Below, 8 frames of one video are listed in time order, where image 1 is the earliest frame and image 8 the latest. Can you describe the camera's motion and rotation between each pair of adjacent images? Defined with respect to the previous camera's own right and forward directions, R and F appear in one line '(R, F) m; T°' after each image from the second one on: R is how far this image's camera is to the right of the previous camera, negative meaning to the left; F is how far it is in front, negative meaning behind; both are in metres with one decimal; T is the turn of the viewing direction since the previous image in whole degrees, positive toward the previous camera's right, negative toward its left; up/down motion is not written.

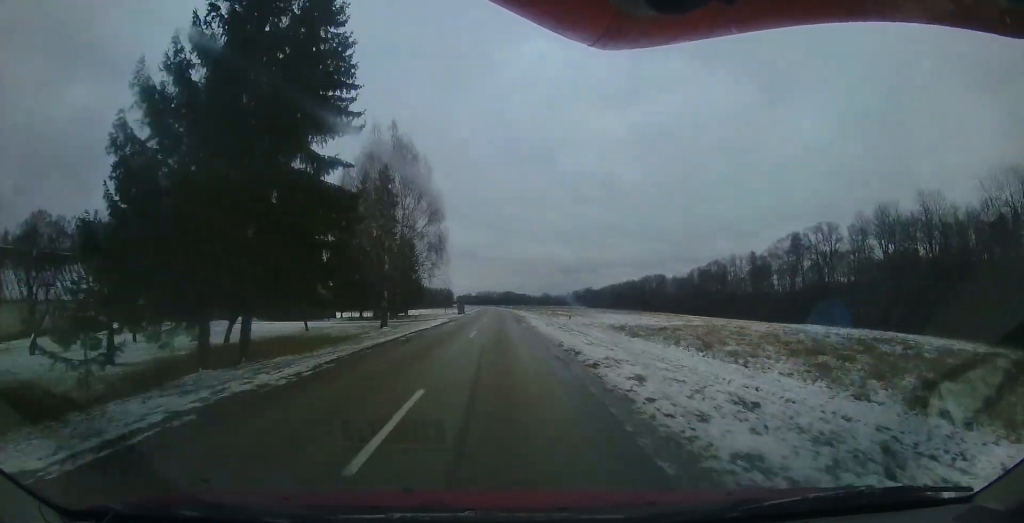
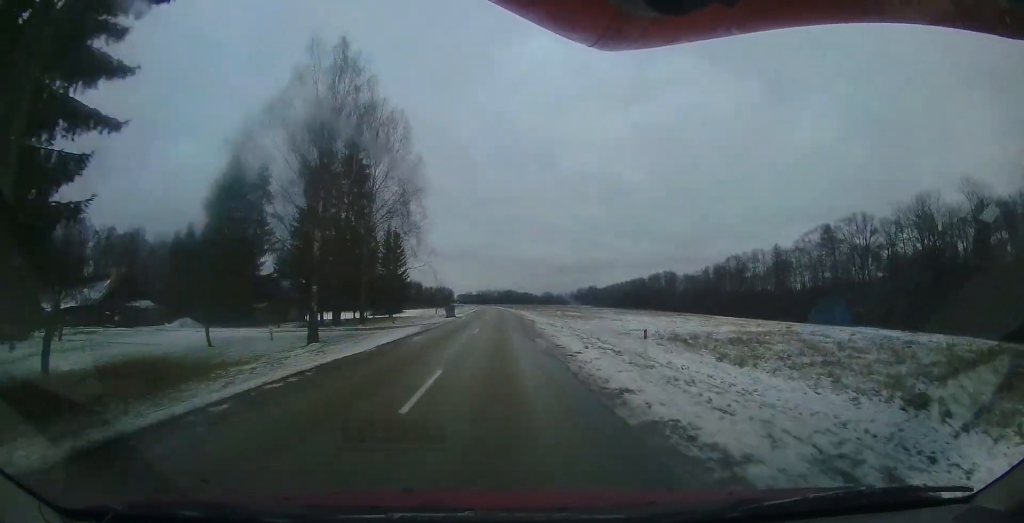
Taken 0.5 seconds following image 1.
(0.0, +10.0) m; +1°
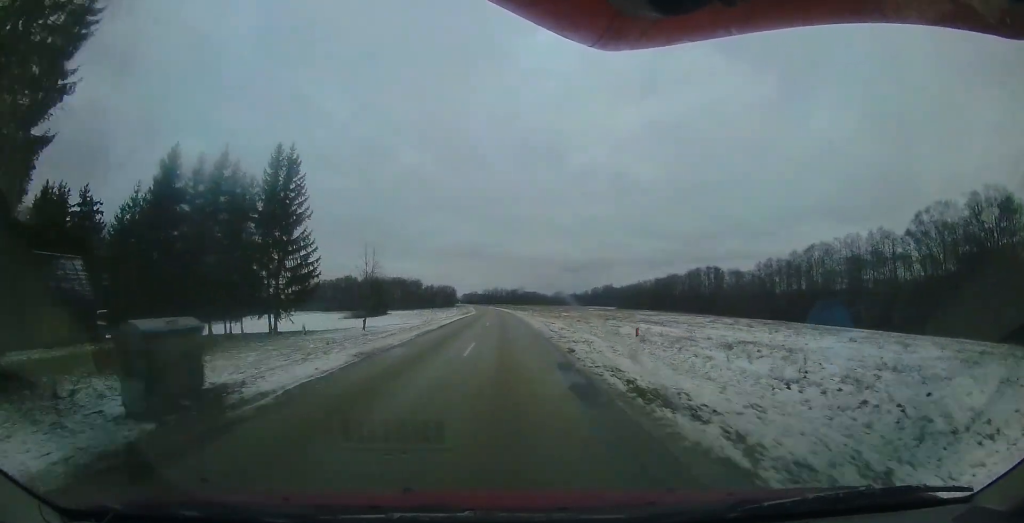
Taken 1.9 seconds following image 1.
(+0.7, +31.2) m; +2°
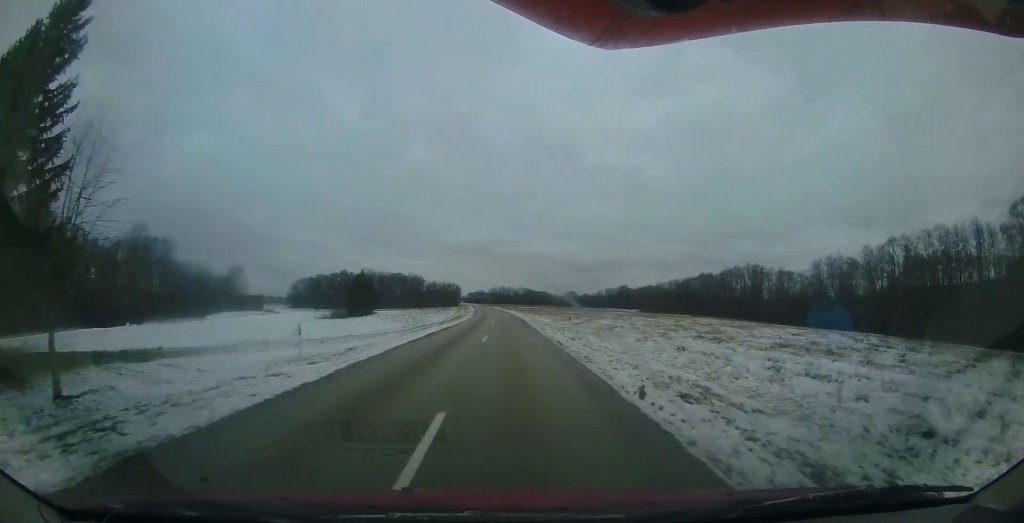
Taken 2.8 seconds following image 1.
(+0.1, +20.2) m; 0°
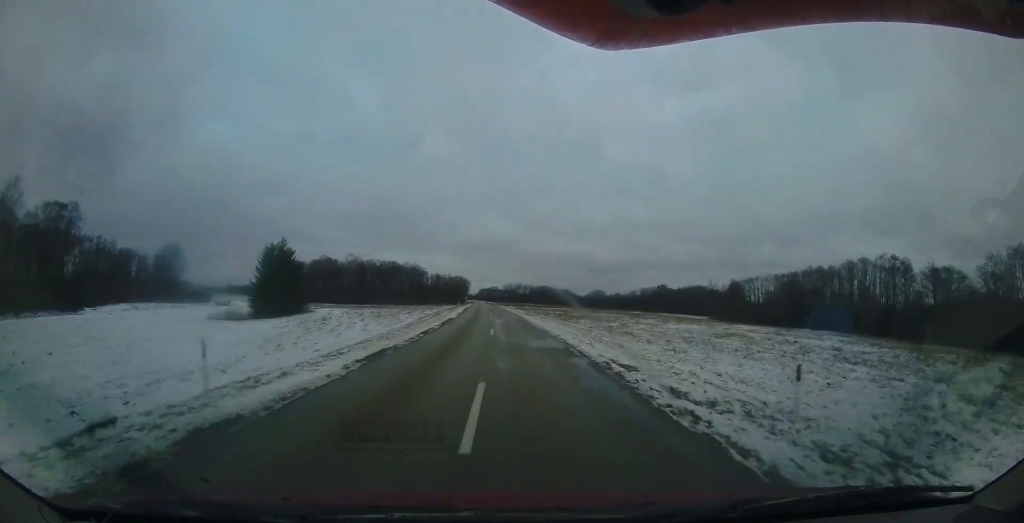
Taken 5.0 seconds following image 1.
(-1.3, +46.0) m; -3°
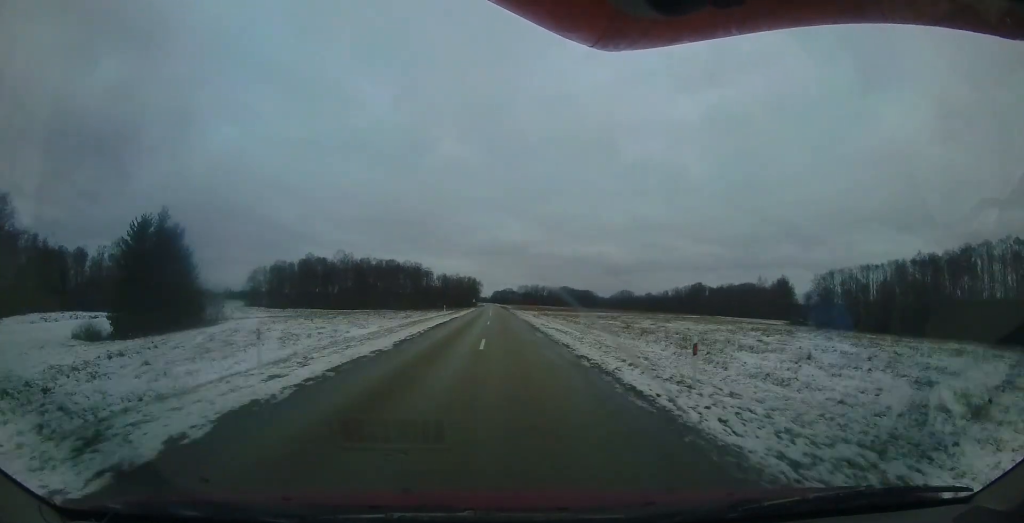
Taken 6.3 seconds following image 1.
(-0.2, +28.2) m; -1°
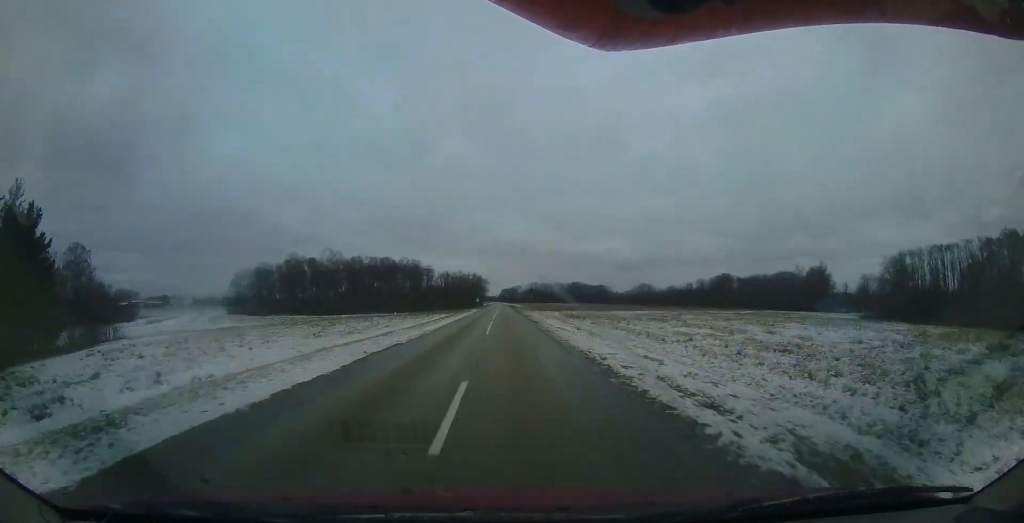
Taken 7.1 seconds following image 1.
(-0.1, +19.1) m; -1°
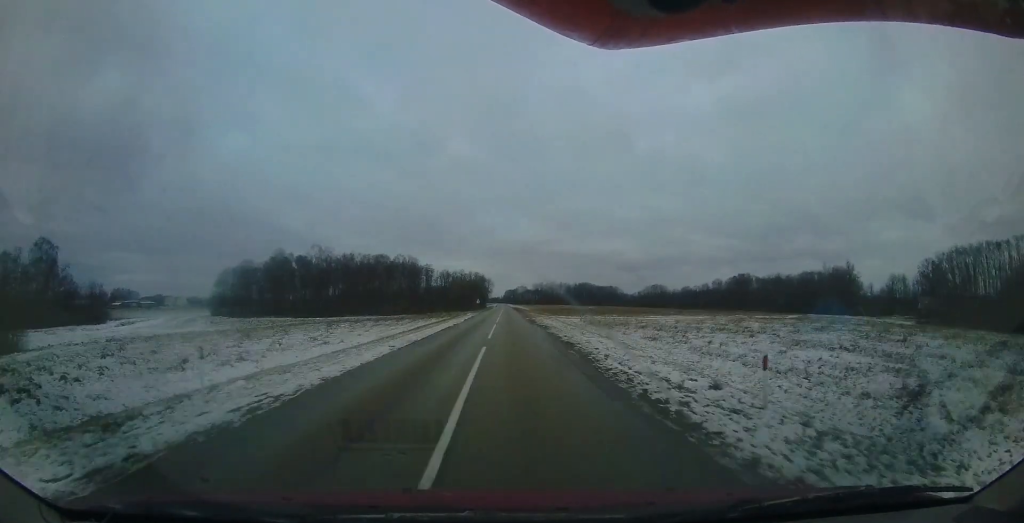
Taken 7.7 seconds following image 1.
(-0.1, +12.6) m; -1°
